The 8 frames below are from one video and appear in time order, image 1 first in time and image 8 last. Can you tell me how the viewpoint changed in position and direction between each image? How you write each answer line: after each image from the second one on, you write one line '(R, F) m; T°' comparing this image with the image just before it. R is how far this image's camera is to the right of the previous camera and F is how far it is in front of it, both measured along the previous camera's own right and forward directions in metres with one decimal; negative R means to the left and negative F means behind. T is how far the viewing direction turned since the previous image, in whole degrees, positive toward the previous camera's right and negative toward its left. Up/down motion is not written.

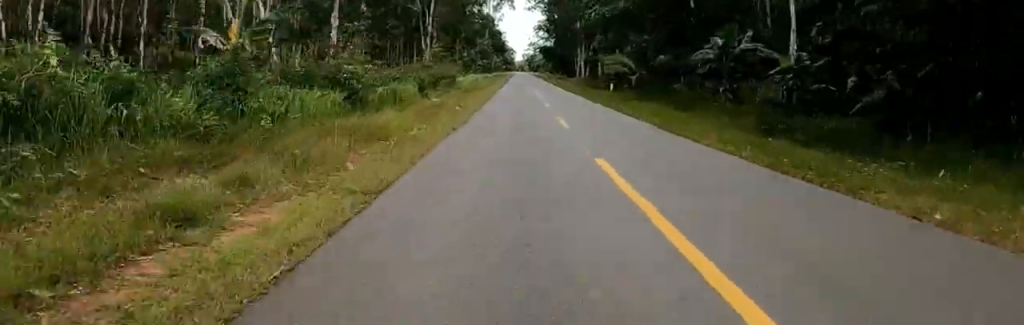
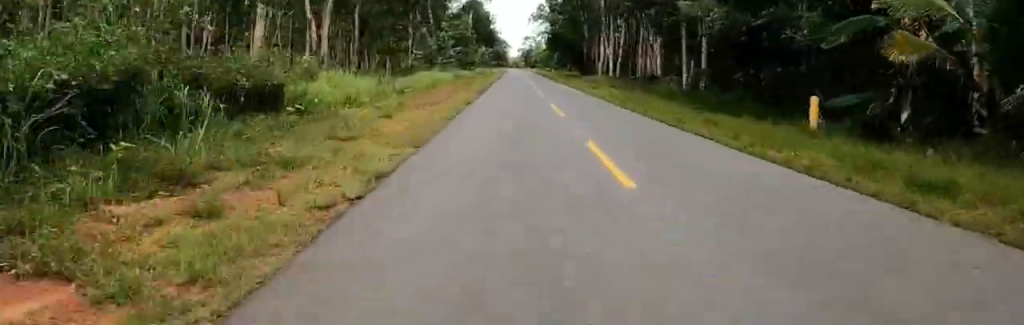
(+2.0, +30.5) m; +1°
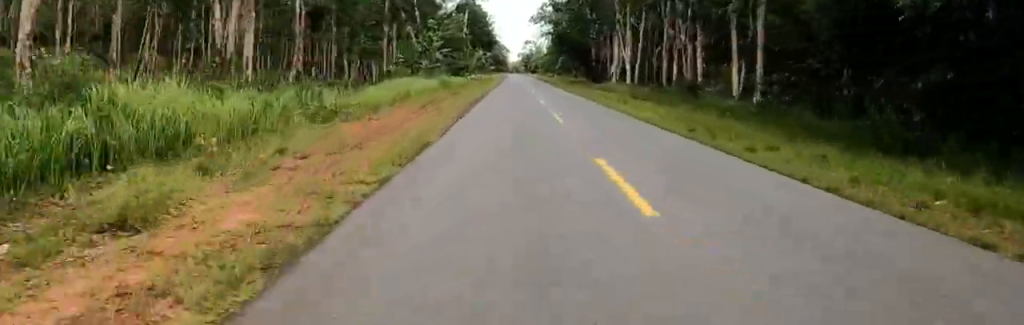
(-0.1, +9.0) m; -3°
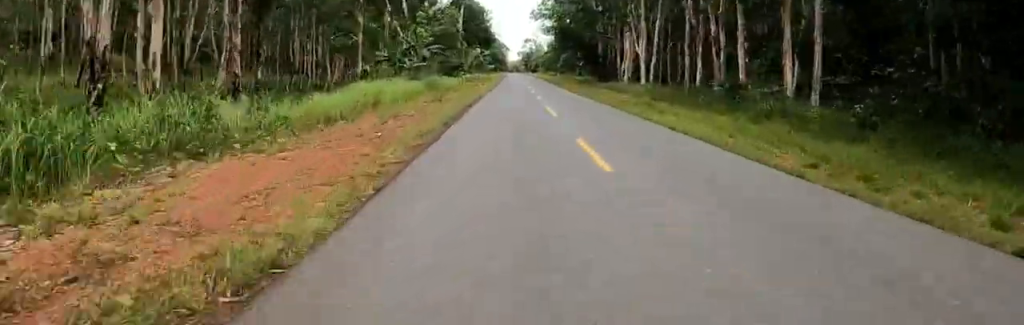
(-0.5, +6.1) m; 0°
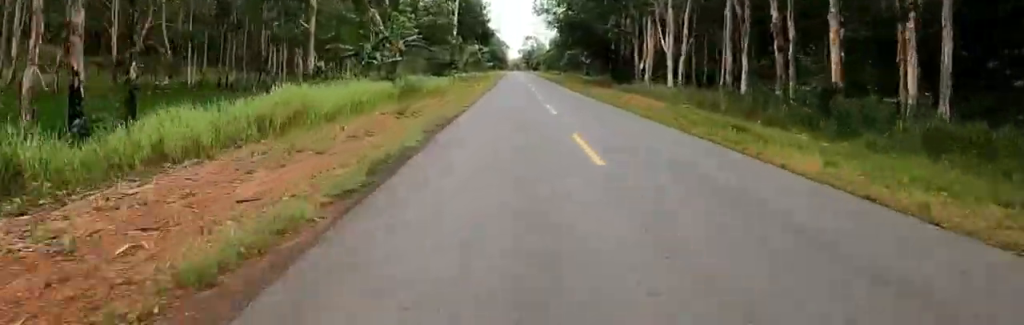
(-0.3, +7.6) m; +1°
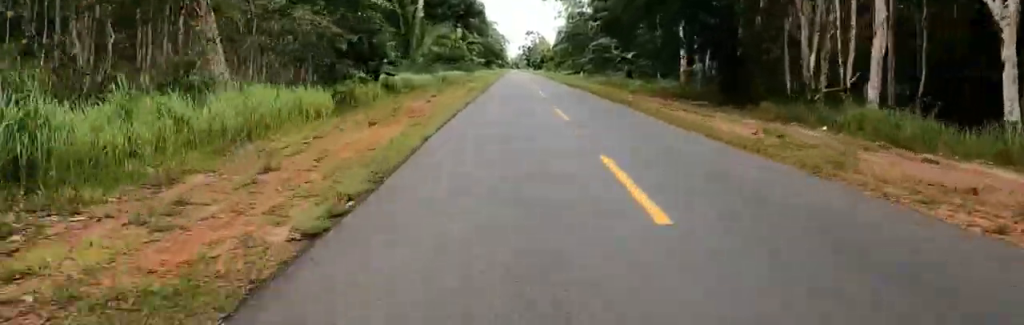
(+1.9, +27.0) m; +3°
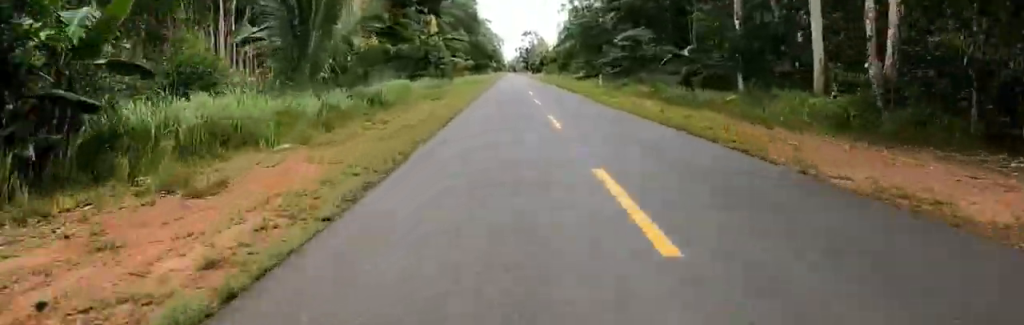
(-0.3, +16.5) m; -1°
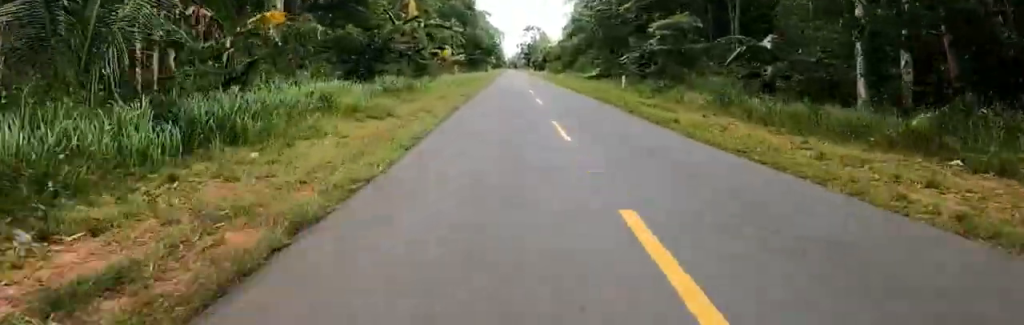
(0.0, +10.3) m; 0°
